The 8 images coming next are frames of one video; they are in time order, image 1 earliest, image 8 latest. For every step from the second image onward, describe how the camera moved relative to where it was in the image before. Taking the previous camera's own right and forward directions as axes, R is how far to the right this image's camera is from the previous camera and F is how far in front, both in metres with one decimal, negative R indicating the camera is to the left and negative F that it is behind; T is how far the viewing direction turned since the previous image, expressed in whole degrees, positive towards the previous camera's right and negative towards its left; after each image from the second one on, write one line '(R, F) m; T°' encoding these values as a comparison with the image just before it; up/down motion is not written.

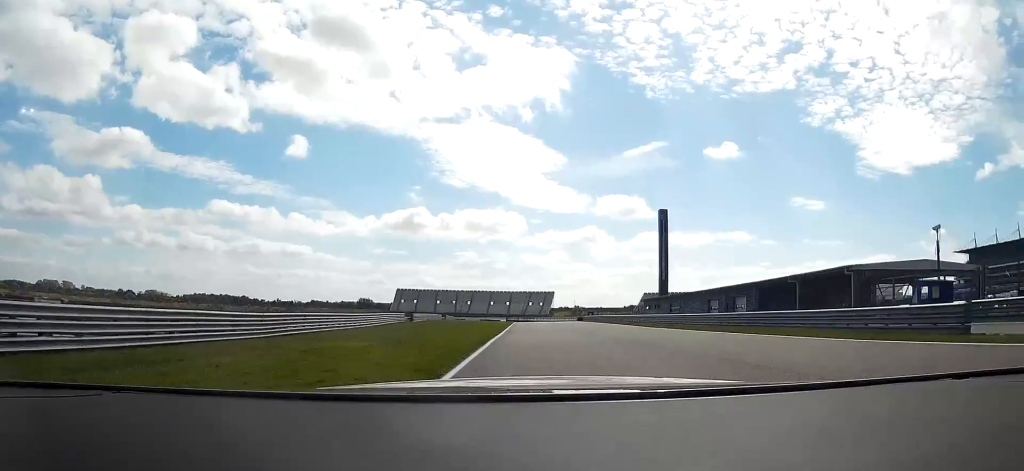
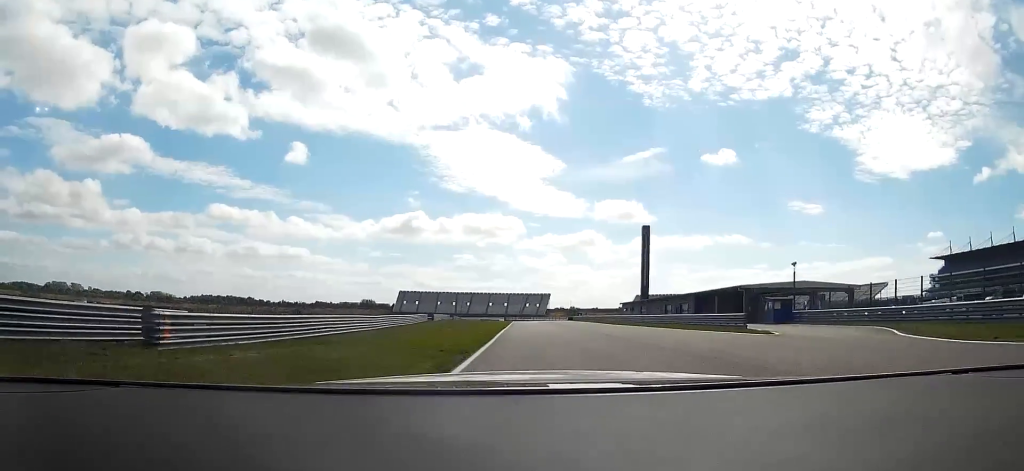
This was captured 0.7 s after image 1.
(+0.1, +21.8) m; 0°
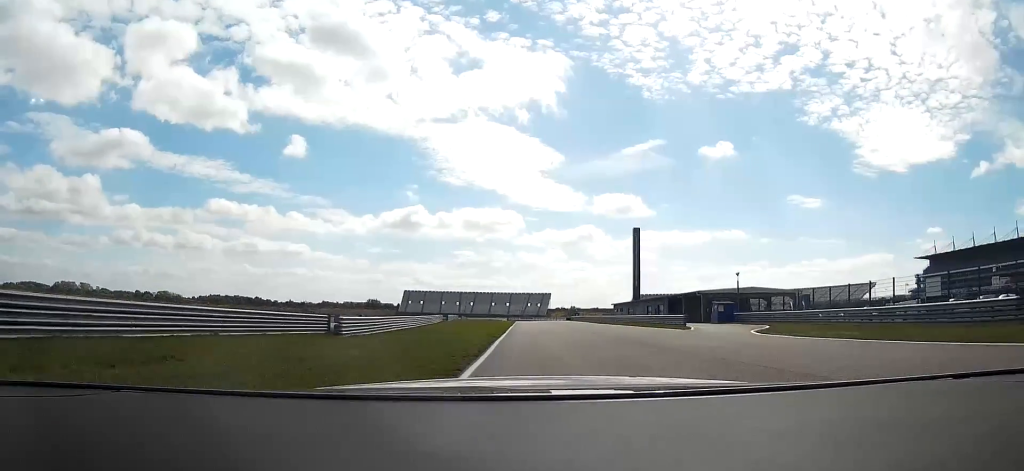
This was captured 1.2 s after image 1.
(0.0, +16.5) m; 0°
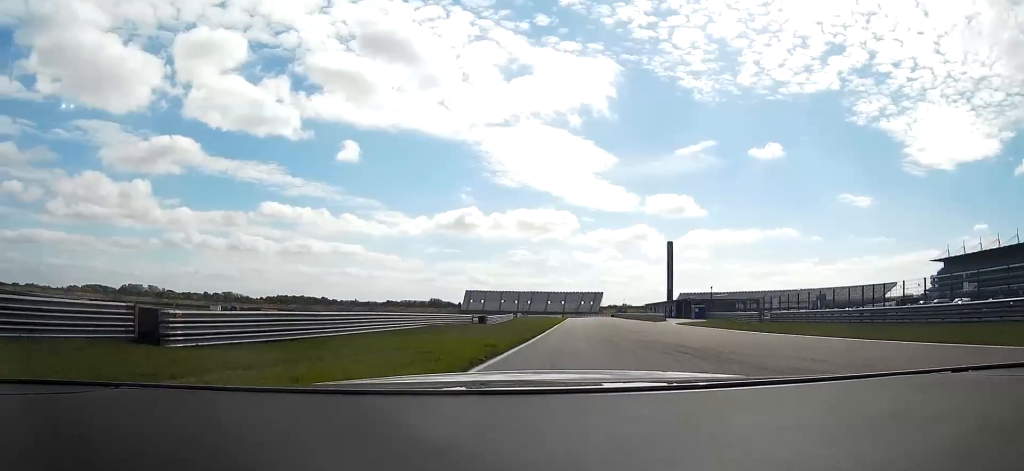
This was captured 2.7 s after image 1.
(-0.2, +40.2) m; -1°
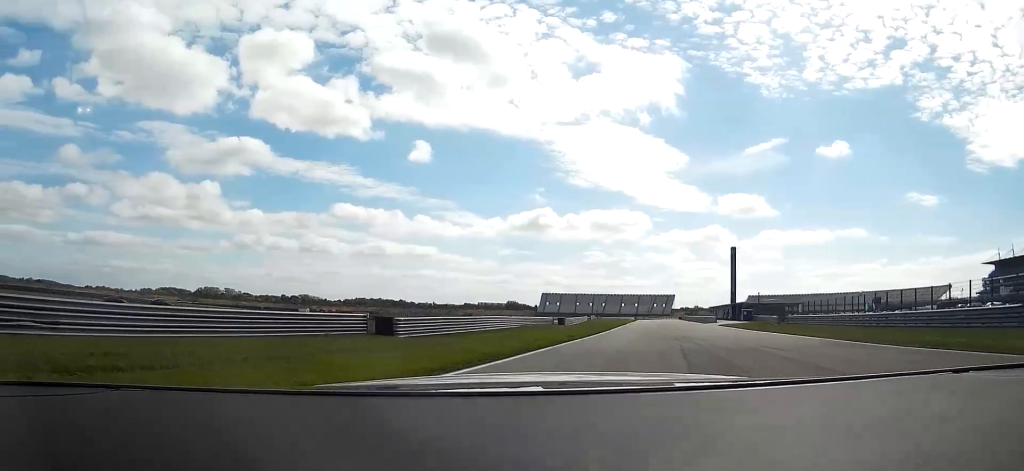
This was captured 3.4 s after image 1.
(-0.2, +18.4) m; -5°
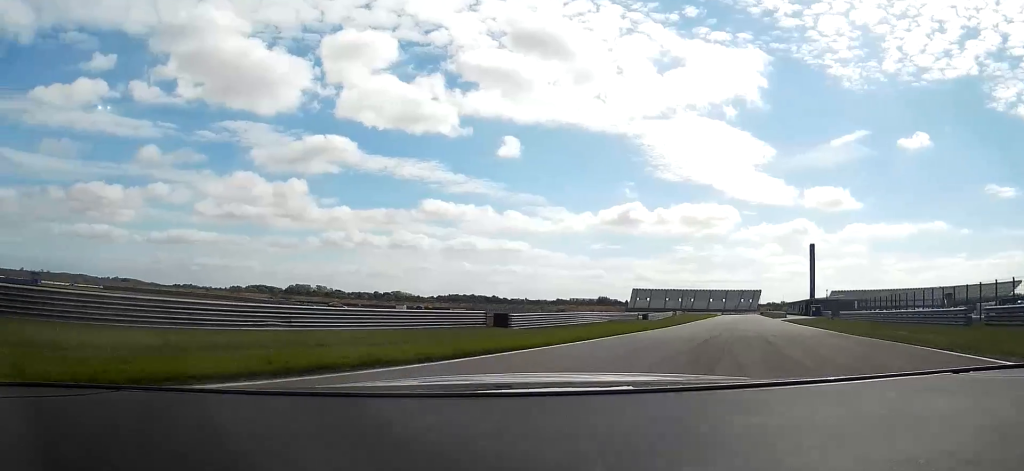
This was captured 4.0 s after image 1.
(+0.4, +12.7) m; -6°
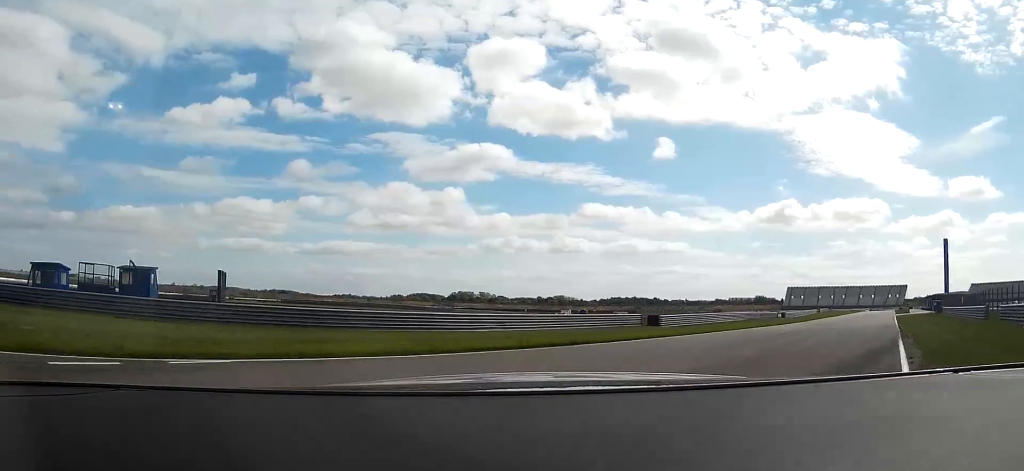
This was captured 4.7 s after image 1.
(-2.1, +13.8) m; -20°
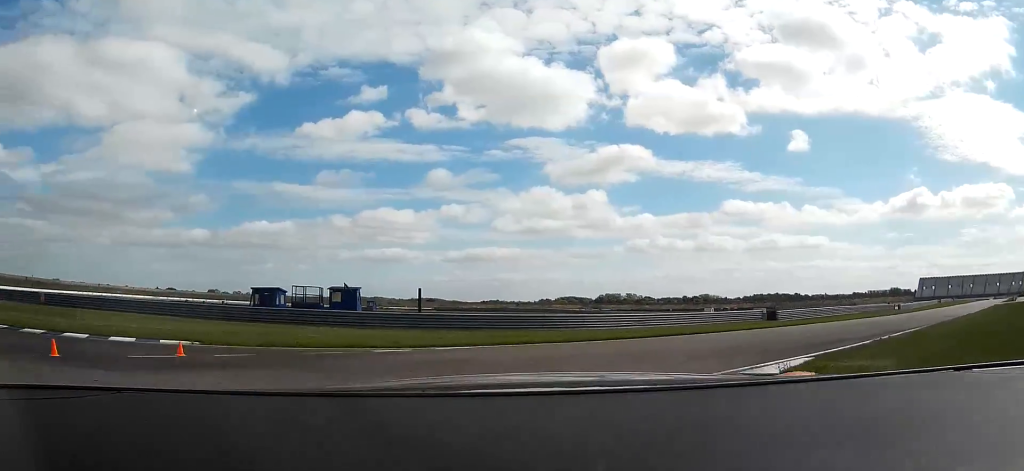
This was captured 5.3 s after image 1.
(-1.8, +8.8) m; -13°
